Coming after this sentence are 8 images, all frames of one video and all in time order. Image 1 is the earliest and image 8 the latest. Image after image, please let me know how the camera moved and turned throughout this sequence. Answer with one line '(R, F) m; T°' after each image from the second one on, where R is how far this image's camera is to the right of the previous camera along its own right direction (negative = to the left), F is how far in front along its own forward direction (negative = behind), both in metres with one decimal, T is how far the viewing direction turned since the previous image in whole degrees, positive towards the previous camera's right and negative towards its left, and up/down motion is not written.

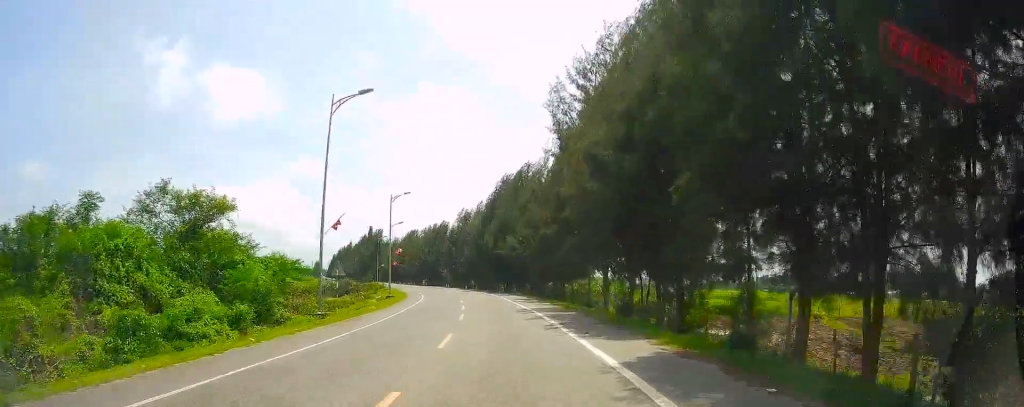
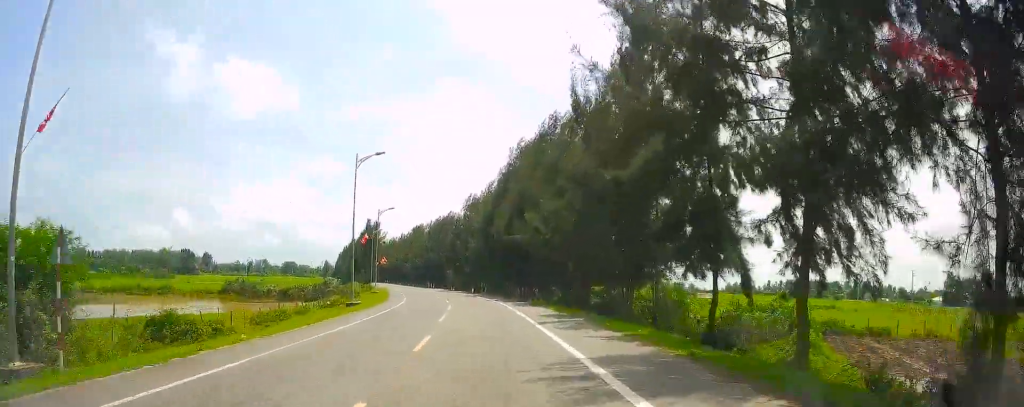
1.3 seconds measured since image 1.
(-1.0, +20.6) m; -5°
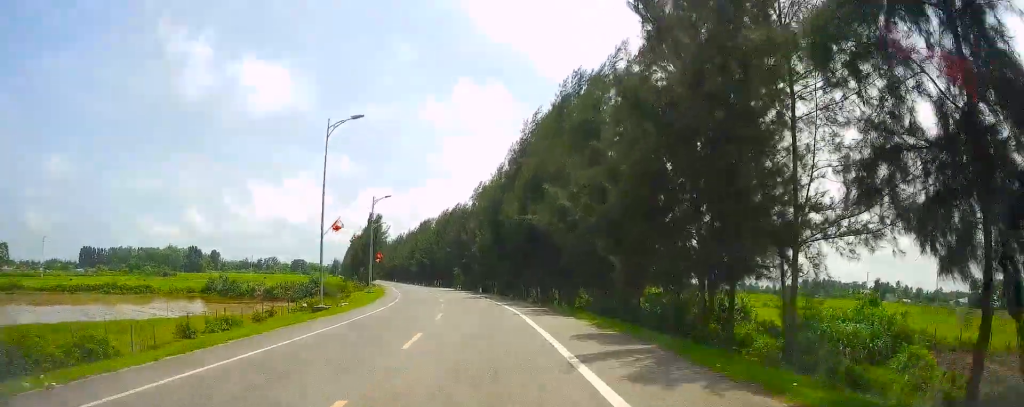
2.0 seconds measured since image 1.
(-0.1, +10.3) m; 0°
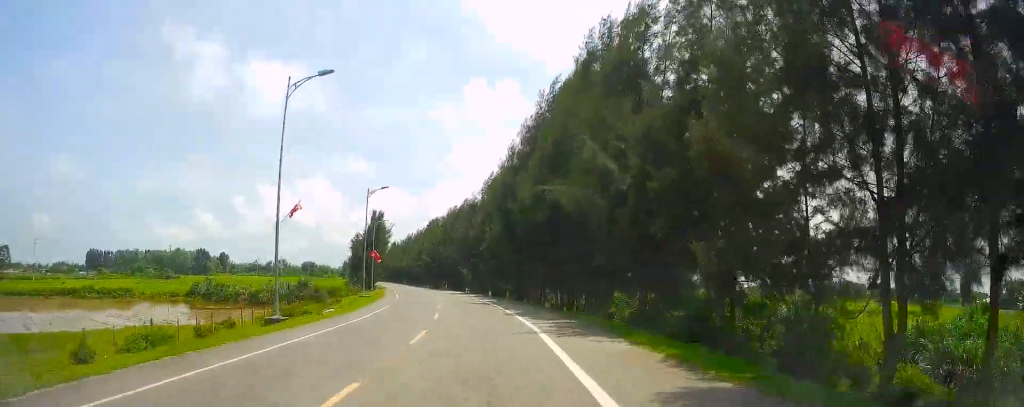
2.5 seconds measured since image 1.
(-0.1, +8.7) m; +1°
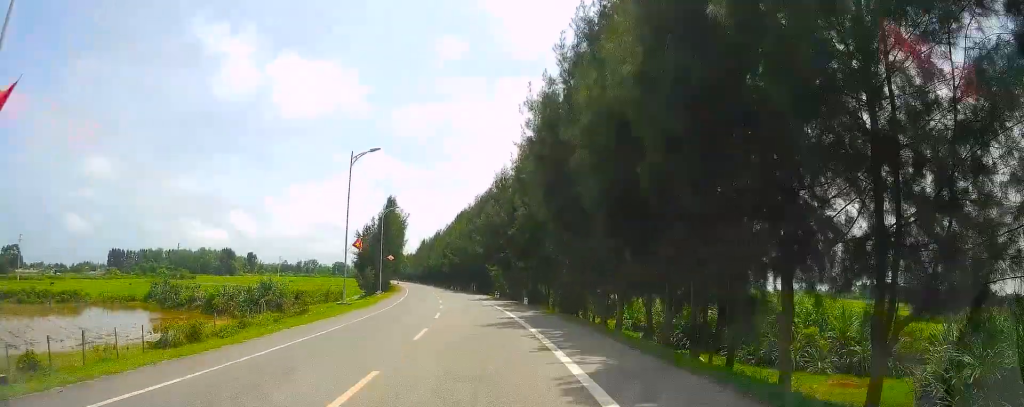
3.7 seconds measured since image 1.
(+0.3, +19.0) m; -1°
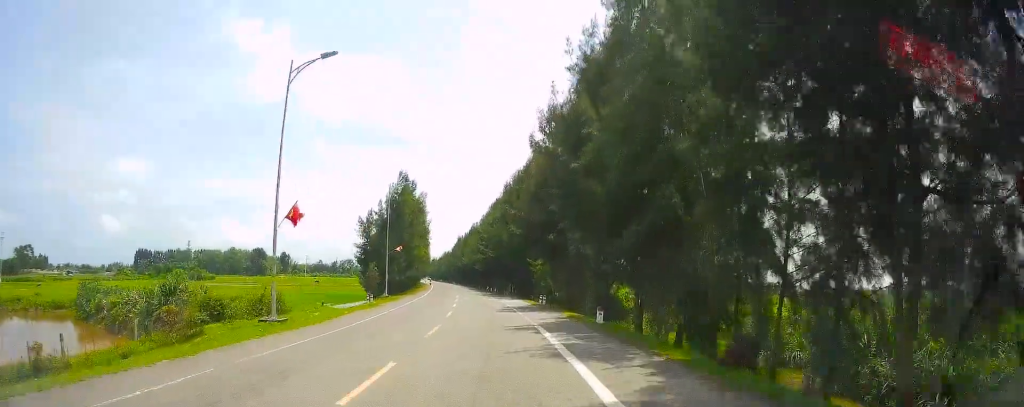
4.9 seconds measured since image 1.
(-0.8, +19.5) m; -4°
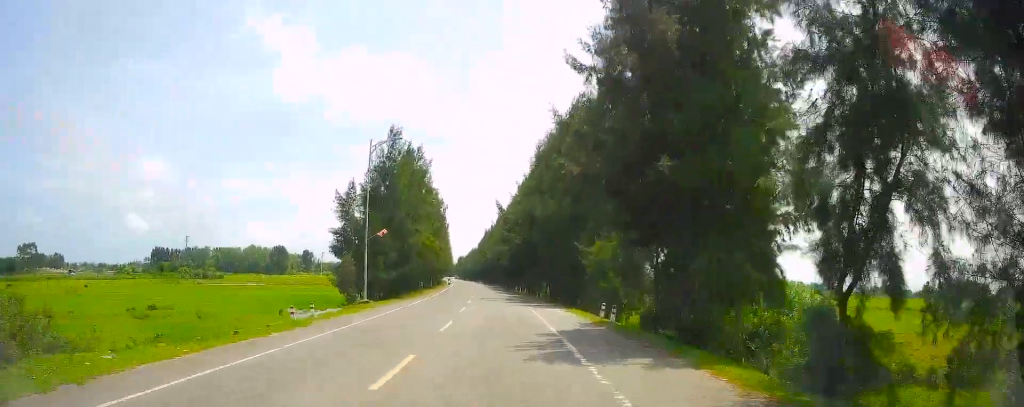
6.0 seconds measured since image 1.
(-0.5, +19.2) m; -4°
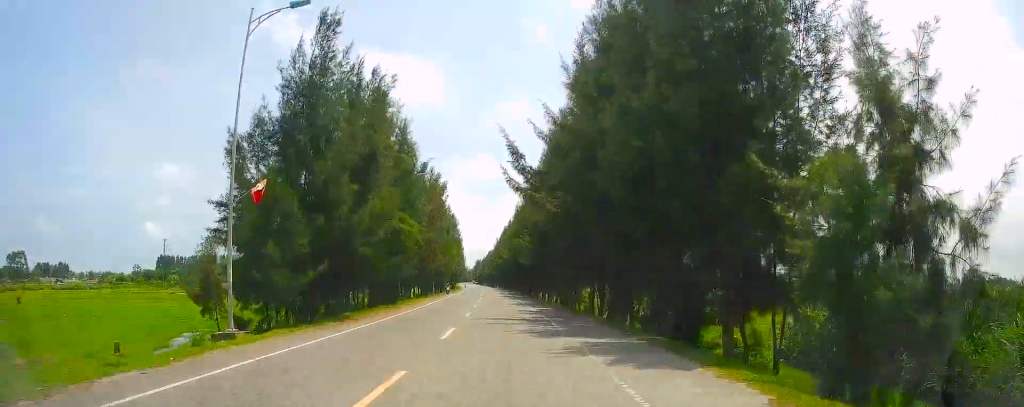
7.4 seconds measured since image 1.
(-1.5, +22.4) m; -7°
